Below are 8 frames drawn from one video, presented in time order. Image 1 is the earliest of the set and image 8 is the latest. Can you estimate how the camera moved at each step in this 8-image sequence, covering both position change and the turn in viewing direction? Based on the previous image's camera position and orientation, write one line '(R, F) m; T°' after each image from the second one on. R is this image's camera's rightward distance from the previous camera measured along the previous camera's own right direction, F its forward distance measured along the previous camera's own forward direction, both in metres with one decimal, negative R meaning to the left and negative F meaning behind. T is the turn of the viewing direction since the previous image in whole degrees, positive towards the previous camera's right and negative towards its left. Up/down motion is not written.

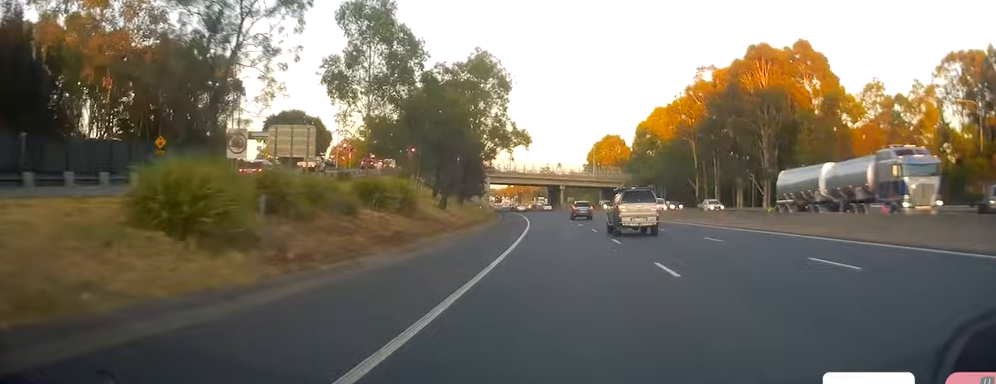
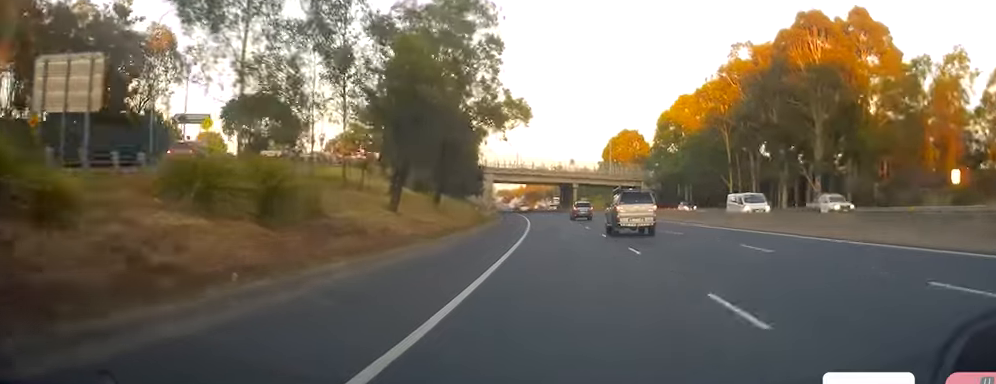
(-0.2, +17.7) m; -1°
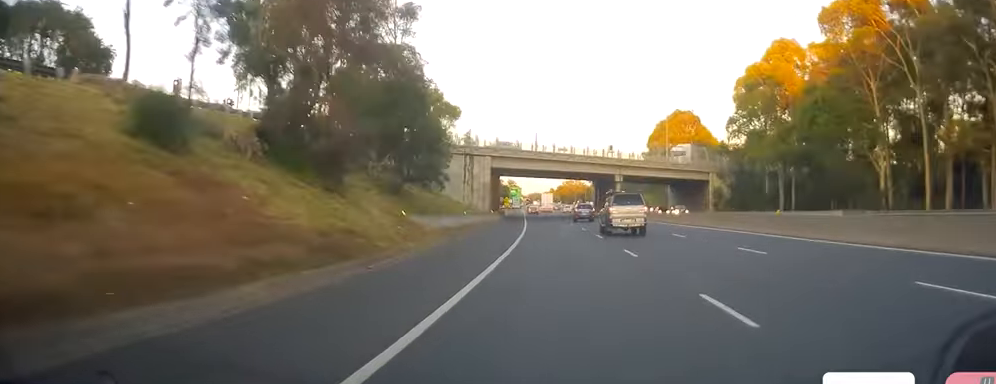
(-0.8, +47.4) m; -3°
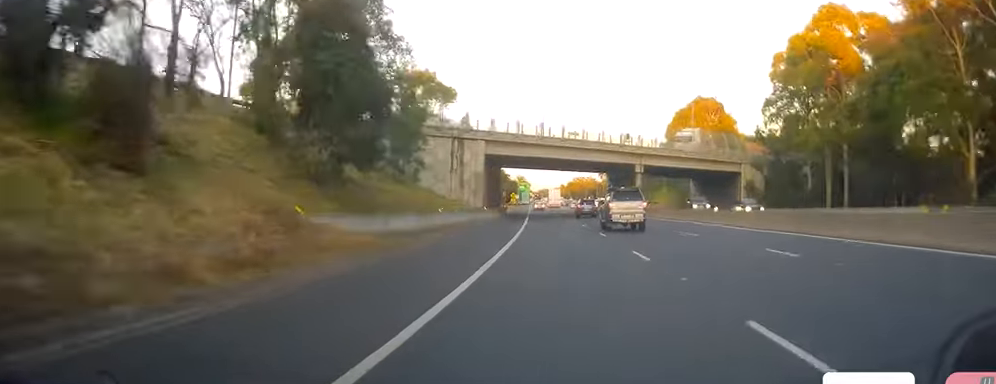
(-0.1, +14.8) m; -1°
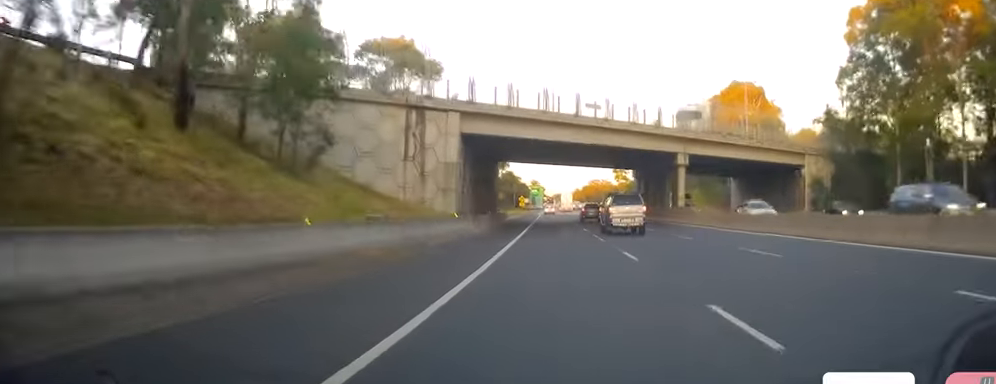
(-0.3, +22.1) m; -1°
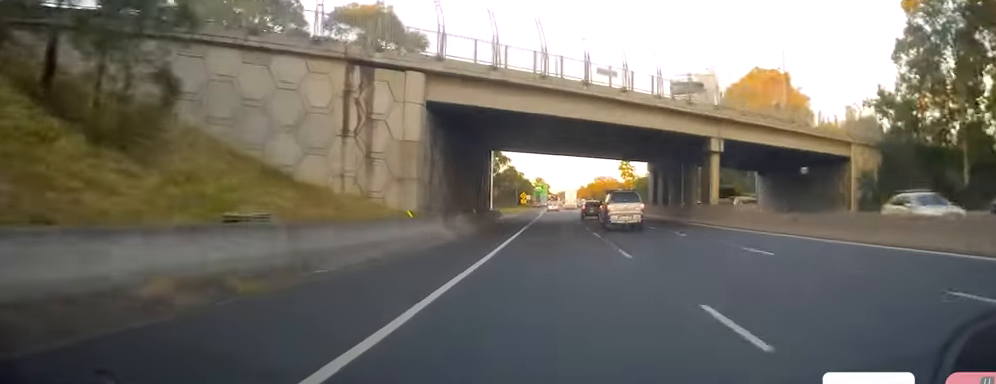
(0.0, +11.9) m; -1°
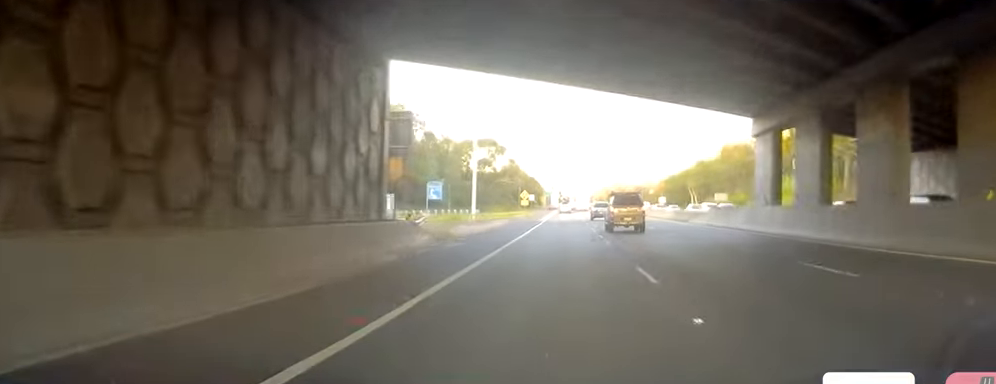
(-0.8, +41.3) m; -1°
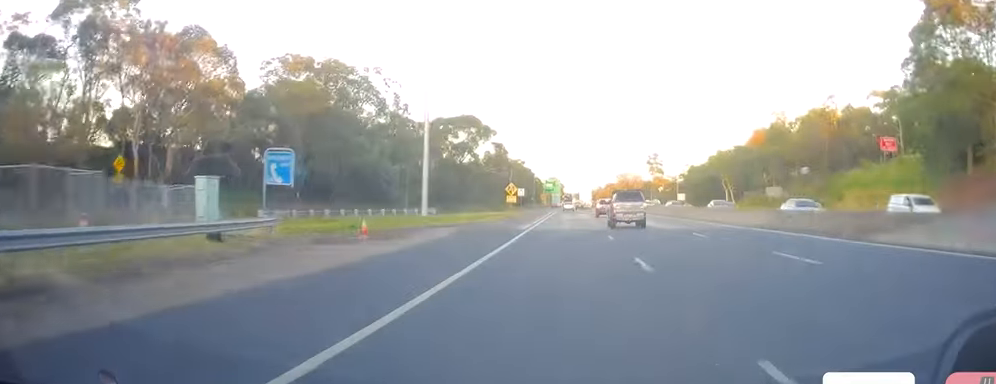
(+0.2, +33.3) m; 0°
